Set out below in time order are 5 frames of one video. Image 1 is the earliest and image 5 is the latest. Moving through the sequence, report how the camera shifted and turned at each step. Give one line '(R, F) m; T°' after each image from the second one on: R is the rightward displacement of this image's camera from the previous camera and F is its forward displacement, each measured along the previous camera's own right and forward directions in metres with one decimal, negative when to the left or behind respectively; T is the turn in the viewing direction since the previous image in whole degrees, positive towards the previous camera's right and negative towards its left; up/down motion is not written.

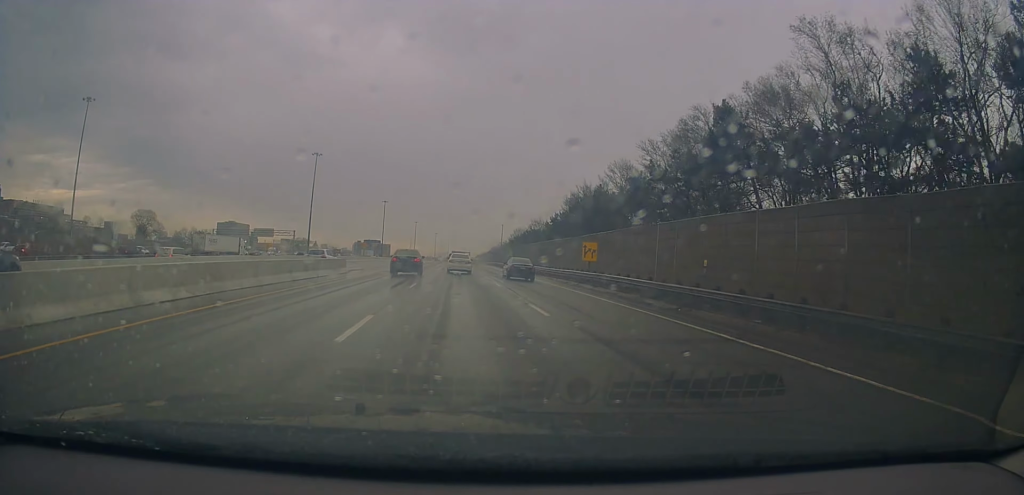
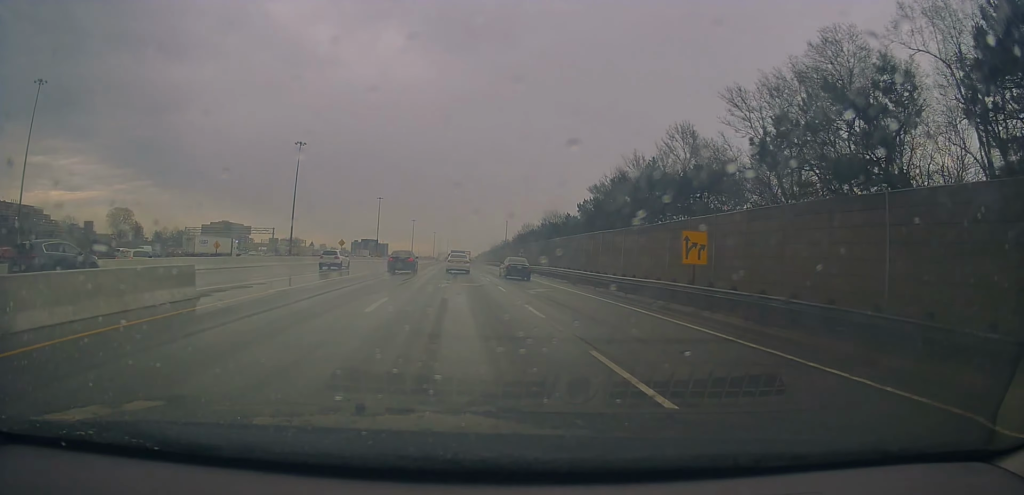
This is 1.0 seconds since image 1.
(-0.1, +20.3) m; 0°
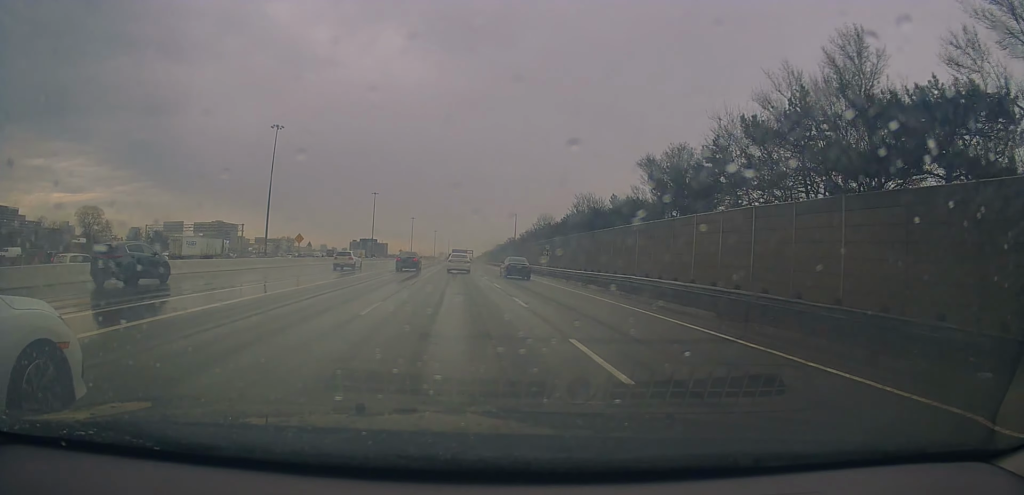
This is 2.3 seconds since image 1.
(-0.1, +25.2) m; -1°
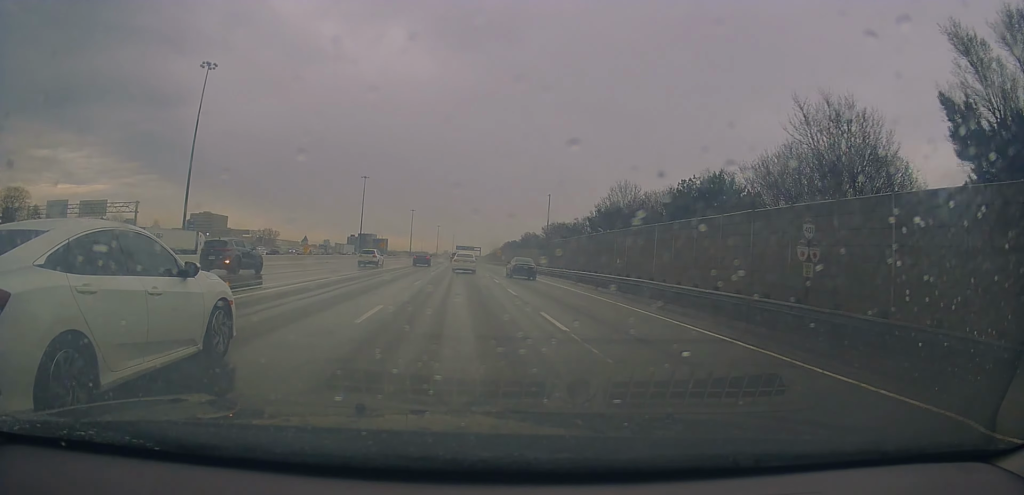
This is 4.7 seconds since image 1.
(-0.1, +50.6) m; +1°
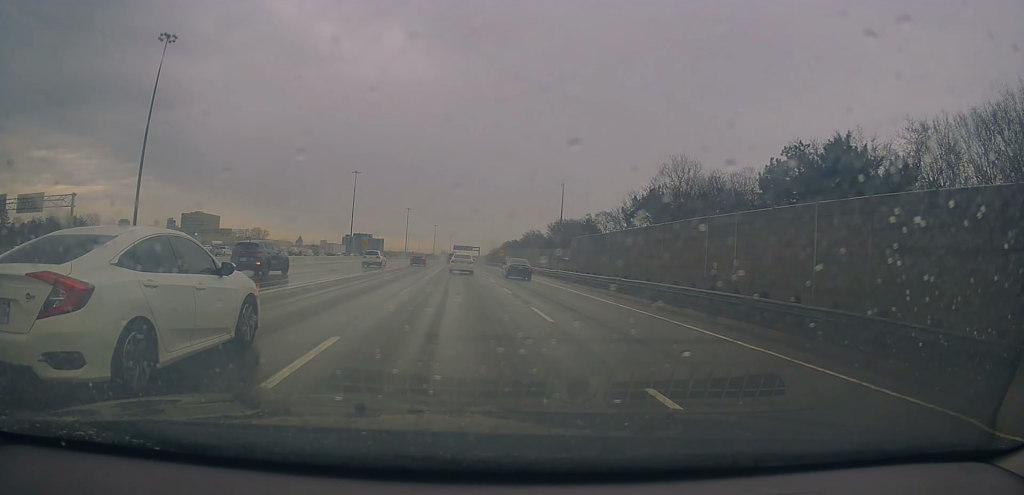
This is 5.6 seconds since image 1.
(+0.5, +17.6) m; 0°
